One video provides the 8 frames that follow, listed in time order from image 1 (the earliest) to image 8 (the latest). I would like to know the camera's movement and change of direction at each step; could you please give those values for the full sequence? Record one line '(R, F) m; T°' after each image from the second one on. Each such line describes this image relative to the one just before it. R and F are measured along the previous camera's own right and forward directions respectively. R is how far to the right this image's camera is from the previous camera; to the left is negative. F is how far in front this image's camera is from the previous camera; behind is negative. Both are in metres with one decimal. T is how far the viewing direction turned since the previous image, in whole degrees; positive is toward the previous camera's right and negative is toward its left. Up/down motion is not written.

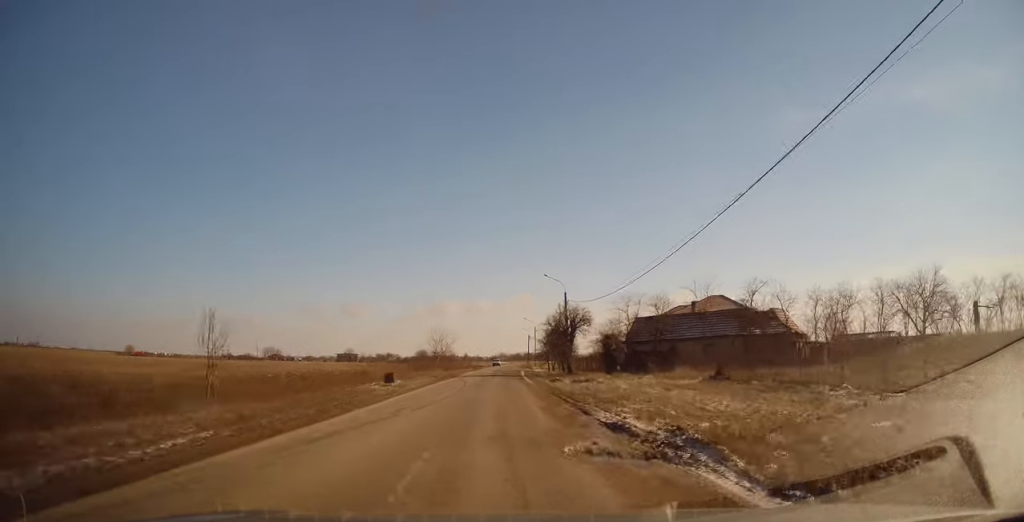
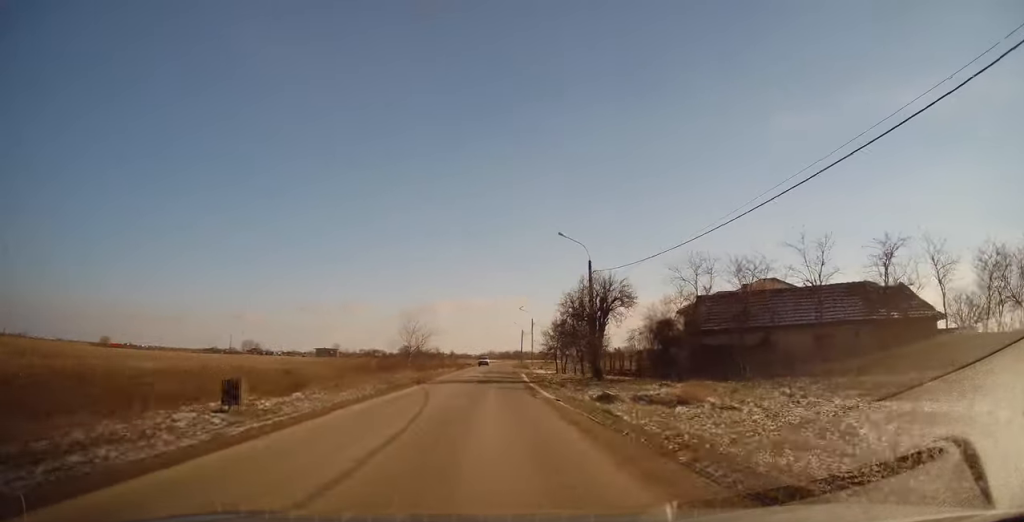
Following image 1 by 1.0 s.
(-0.2, +16.2) m; 0°
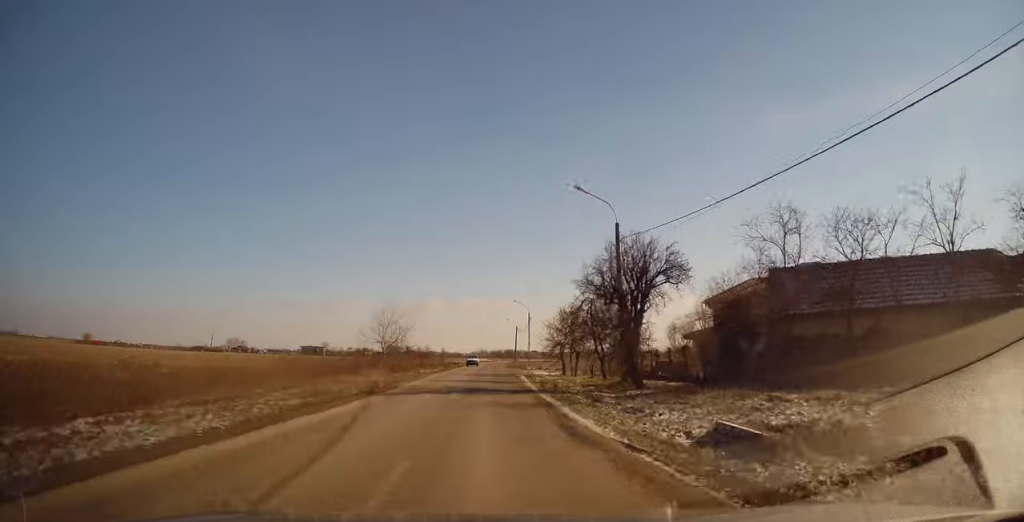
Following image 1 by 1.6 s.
(0.0, +9.5) m; +1°
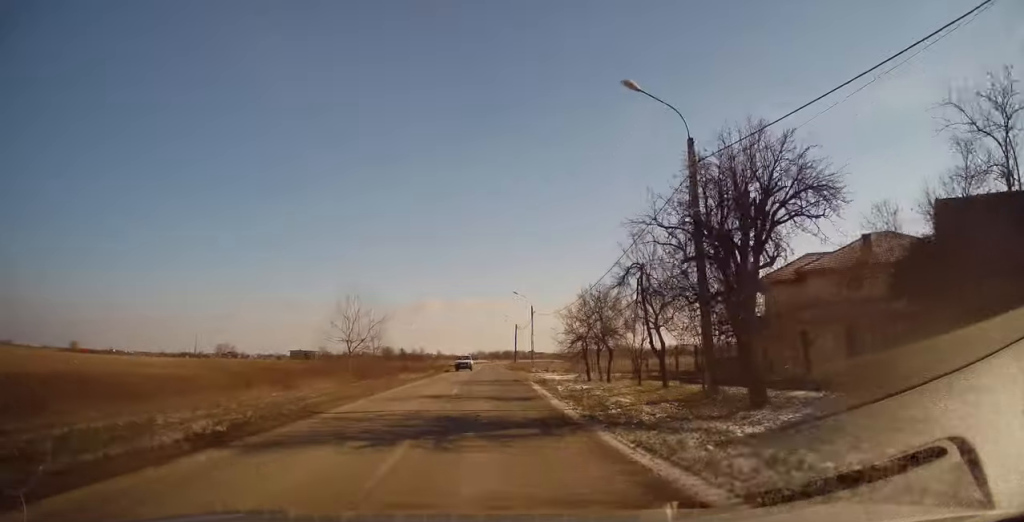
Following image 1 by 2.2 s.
(+0.1, +10.3) m; +2°
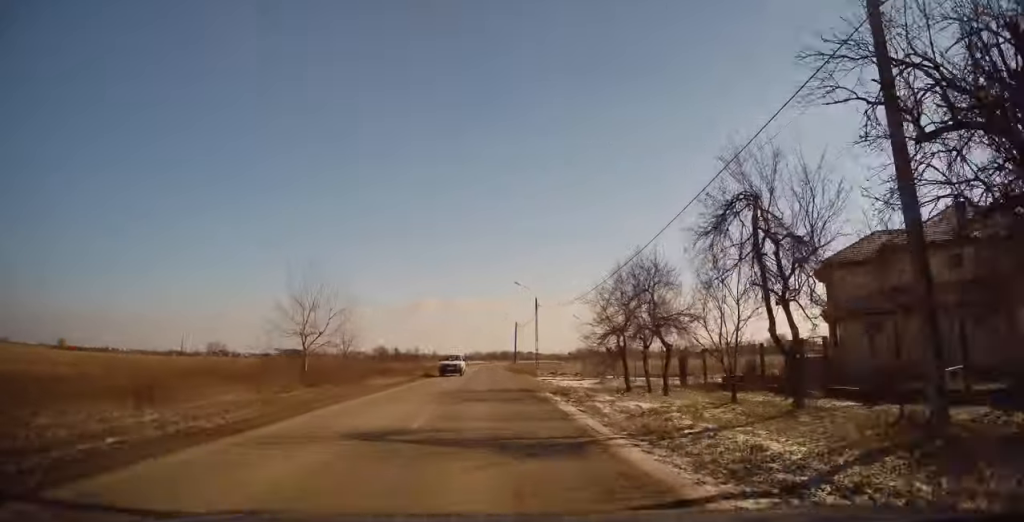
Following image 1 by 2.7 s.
(+0.2, +8.7) m; +1°
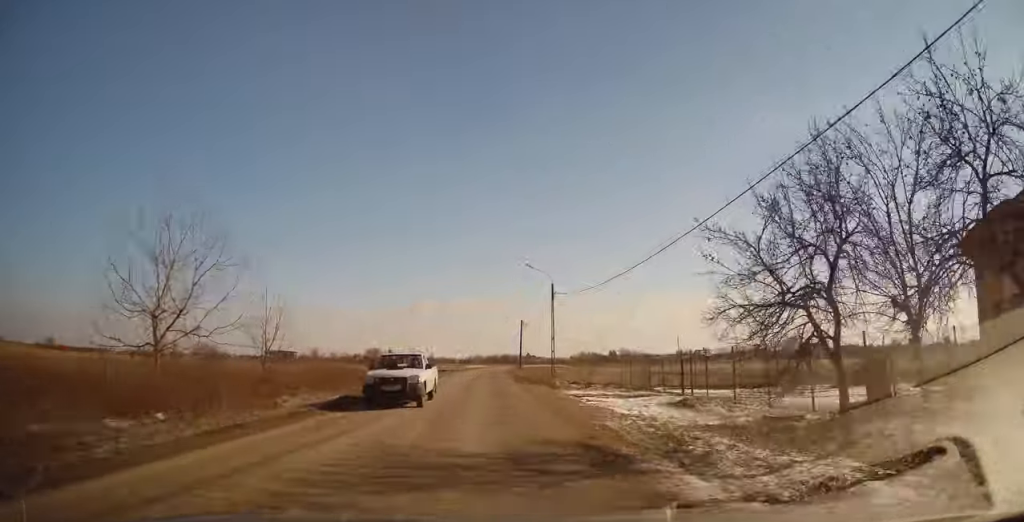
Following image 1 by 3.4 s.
(+0.2, +13.3) m; 0°
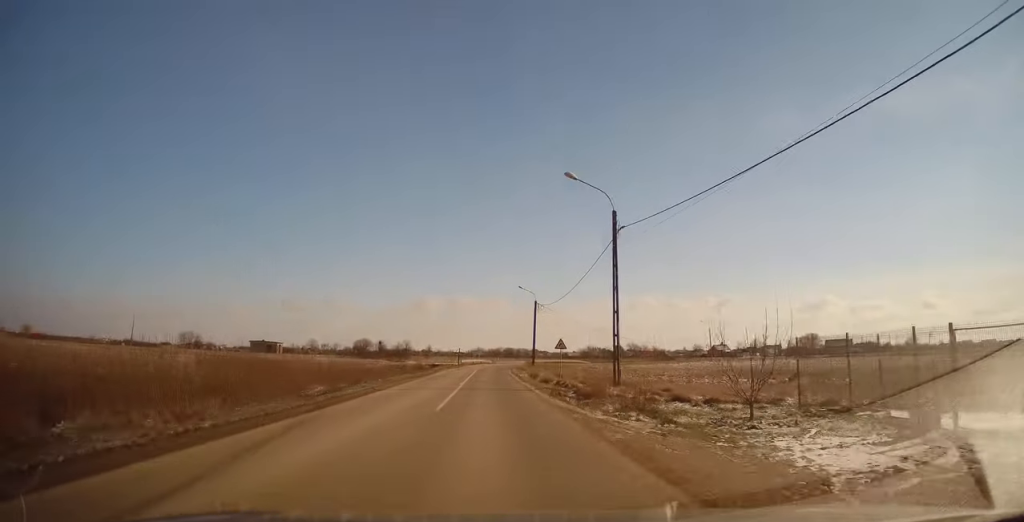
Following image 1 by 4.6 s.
(-0.4, +20.7) m; -1°
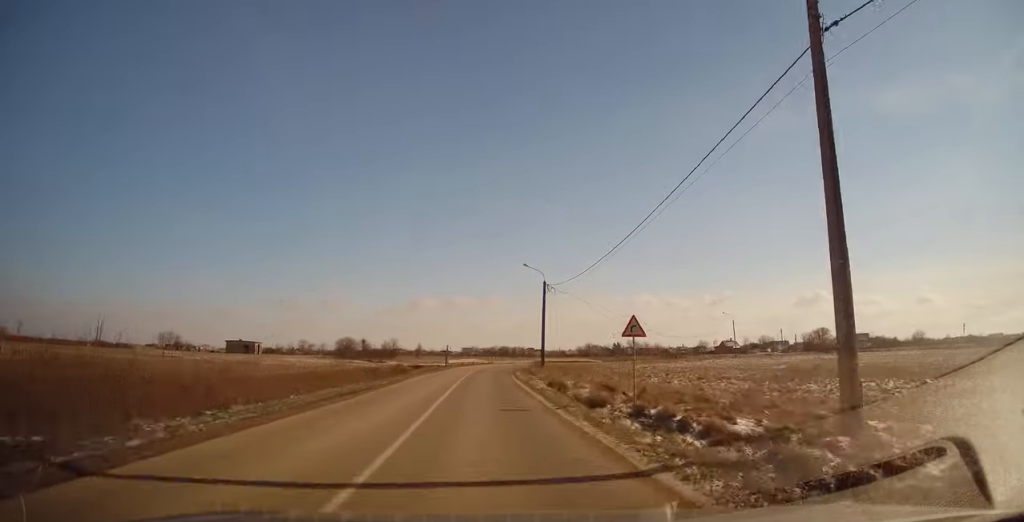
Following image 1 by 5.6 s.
(-0.1, +15.7) m; 0°
